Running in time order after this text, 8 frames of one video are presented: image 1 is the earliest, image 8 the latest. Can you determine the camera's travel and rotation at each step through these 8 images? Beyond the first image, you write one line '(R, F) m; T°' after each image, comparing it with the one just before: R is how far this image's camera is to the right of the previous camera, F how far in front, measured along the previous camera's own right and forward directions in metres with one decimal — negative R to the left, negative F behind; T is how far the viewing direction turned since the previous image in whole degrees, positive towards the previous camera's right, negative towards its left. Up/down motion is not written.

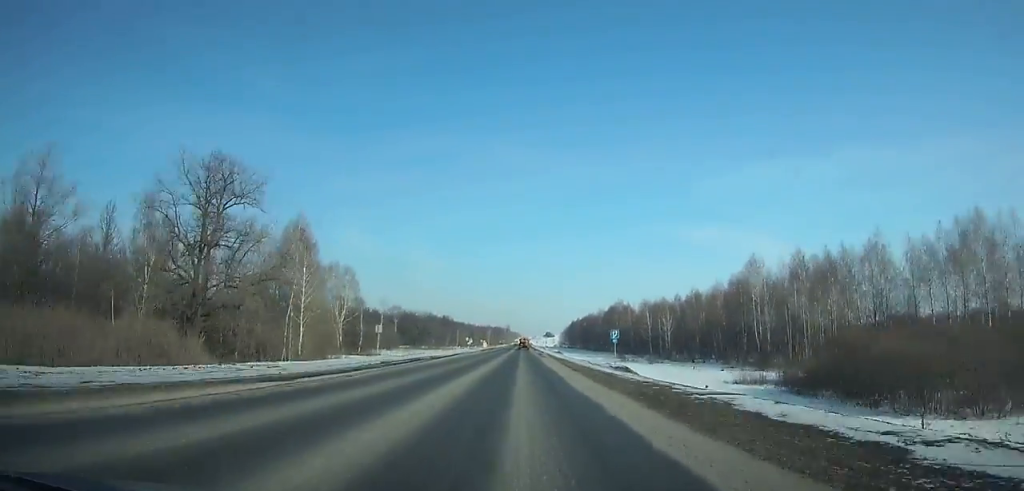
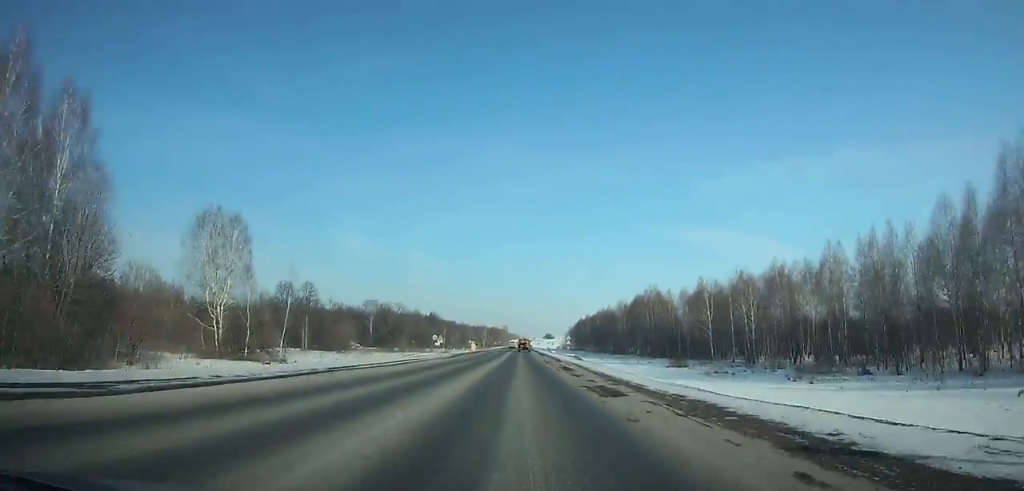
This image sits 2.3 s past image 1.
(+0.1, +49.7) m; 0°
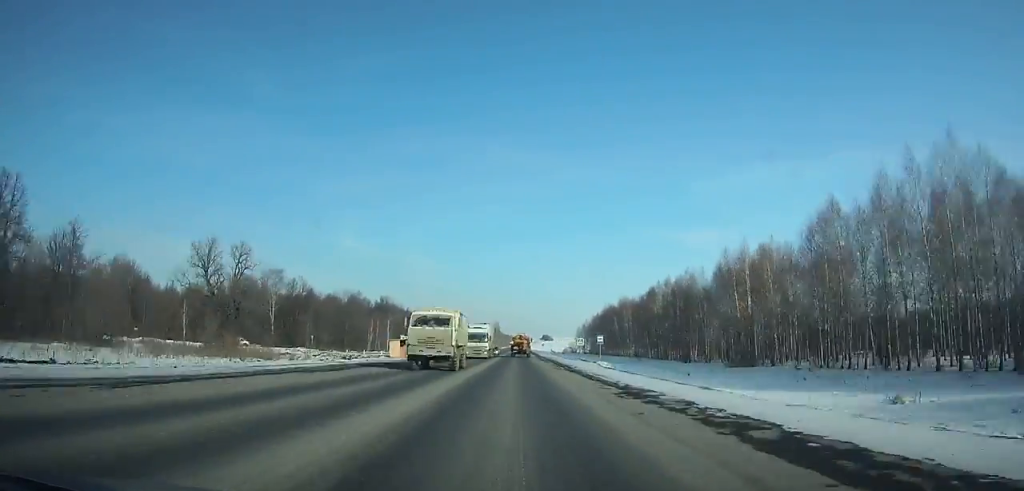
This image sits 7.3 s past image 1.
(0.0, +105.3) m; 0°
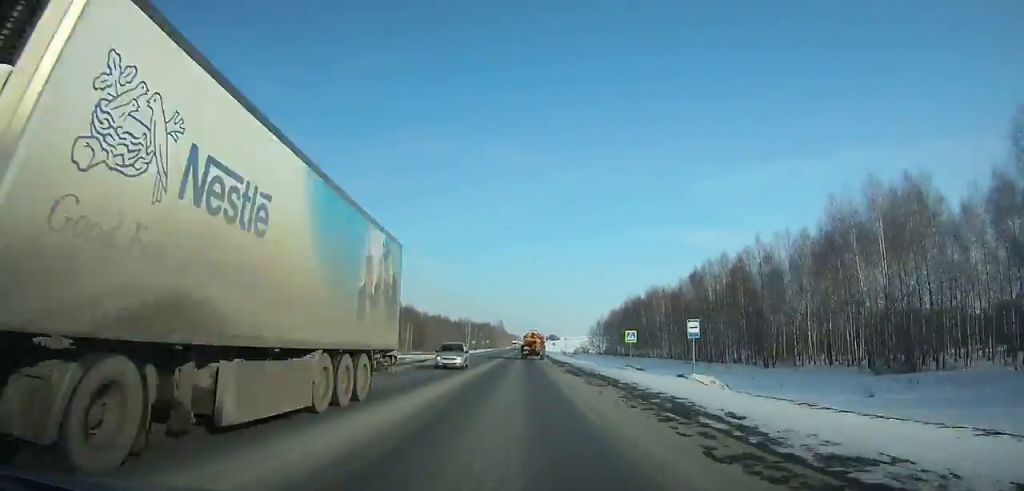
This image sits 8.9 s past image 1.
(-0.1, +33.8) m; 0°
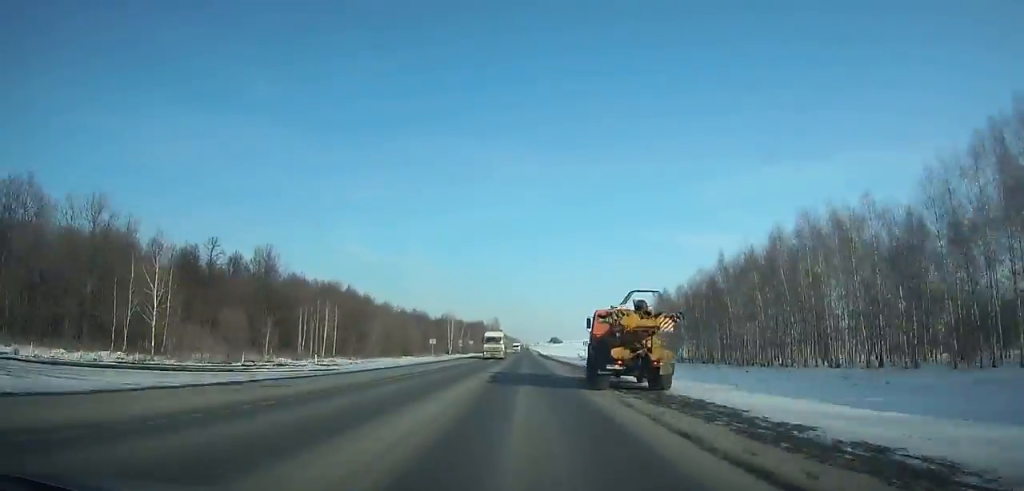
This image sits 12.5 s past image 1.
(+0.4, +79.1) m; +1°
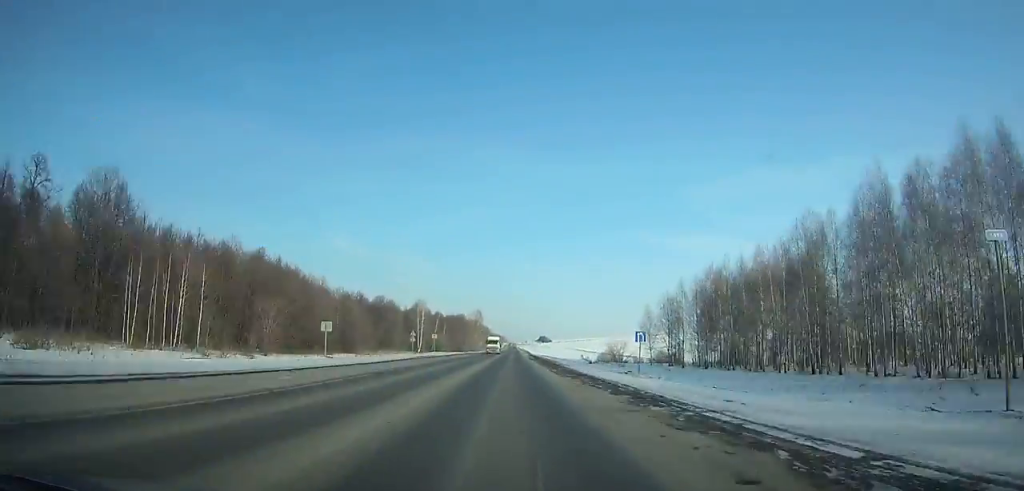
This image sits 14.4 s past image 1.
(+0.2, +44.8) m; 0°
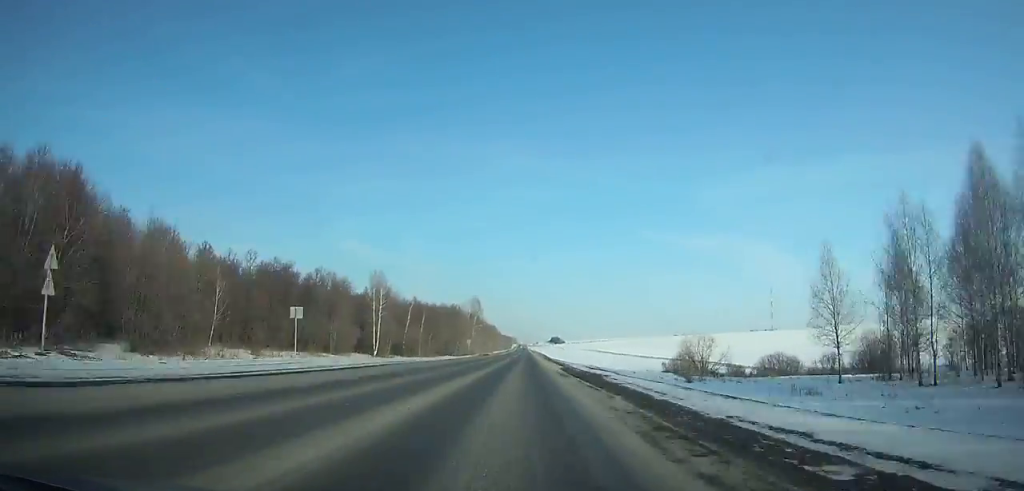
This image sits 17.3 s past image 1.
(-0.1, +71.4) m; 0°
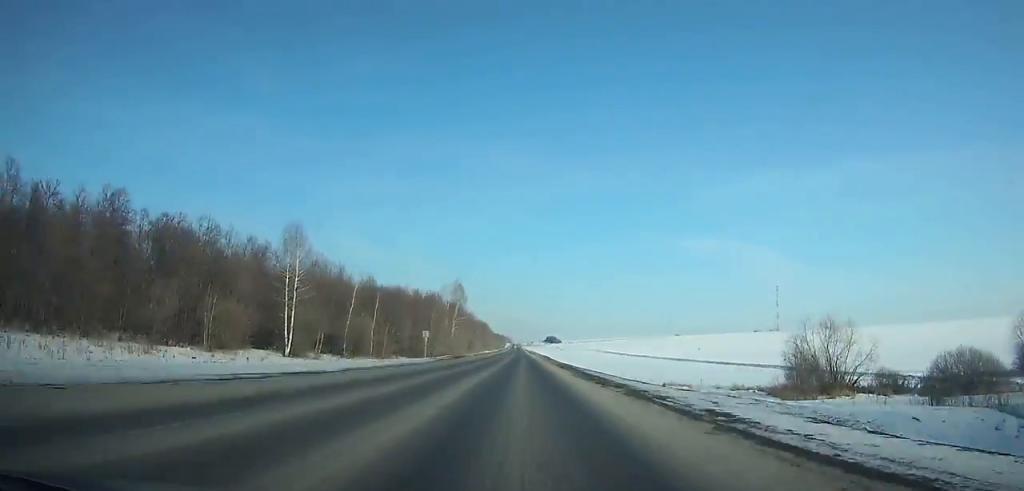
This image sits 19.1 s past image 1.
(-0.3, +46.0) m; 0°
